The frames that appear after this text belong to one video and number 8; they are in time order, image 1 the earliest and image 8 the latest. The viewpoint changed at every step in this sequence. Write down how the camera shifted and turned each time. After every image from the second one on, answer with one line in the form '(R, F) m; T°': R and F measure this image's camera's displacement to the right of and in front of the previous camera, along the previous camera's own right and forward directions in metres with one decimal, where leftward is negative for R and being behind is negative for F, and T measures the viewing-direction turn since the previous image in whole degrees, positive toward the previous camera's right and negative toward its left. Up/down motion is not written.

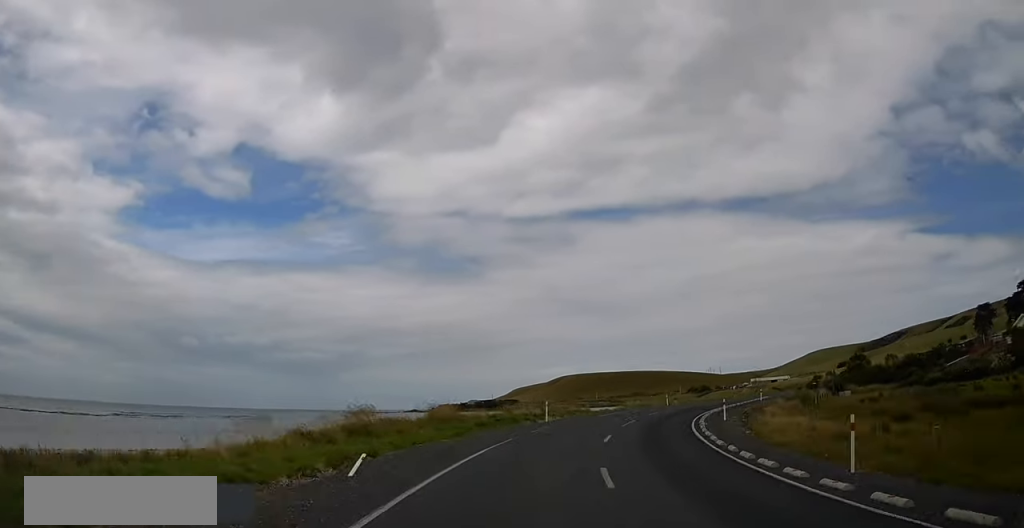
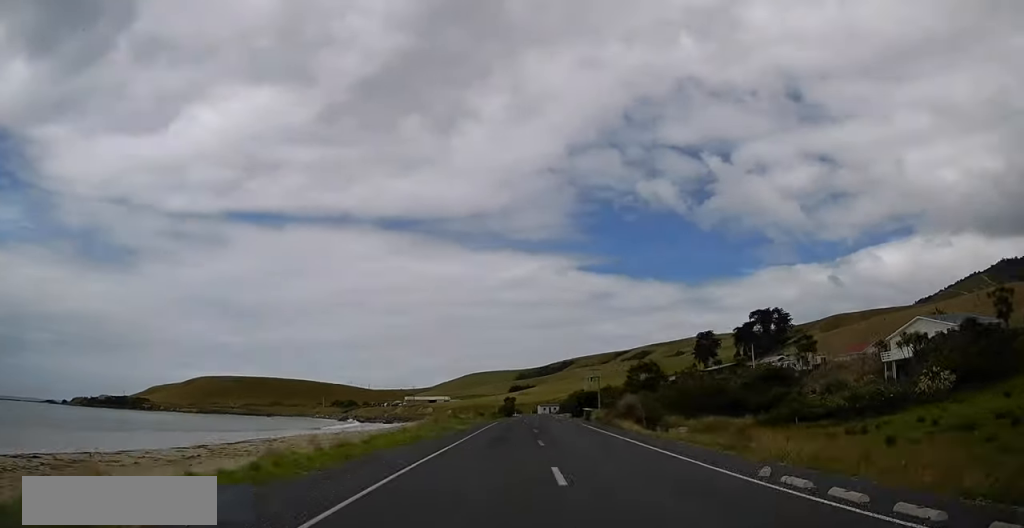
(+9.7, +56.0) m; +17°
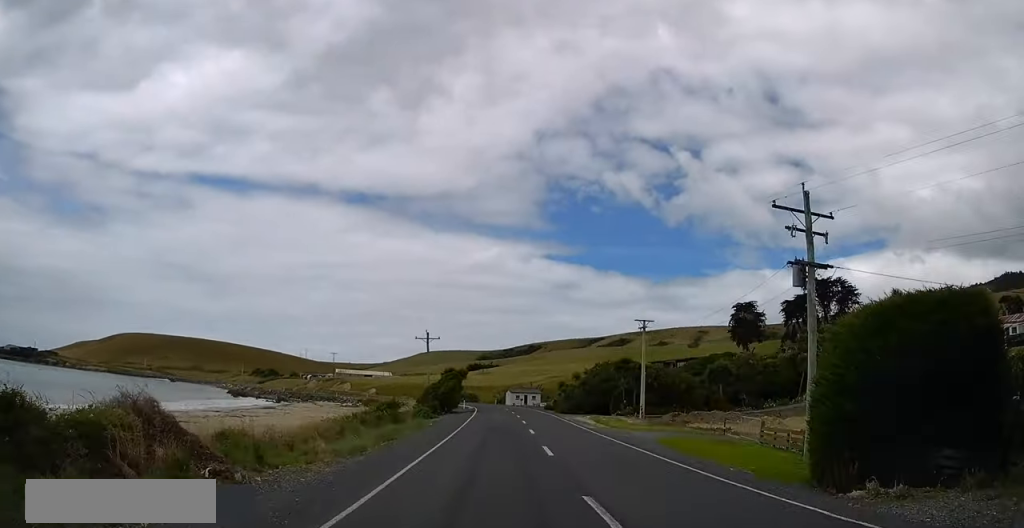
(+8.1, +81.9) m; +4°
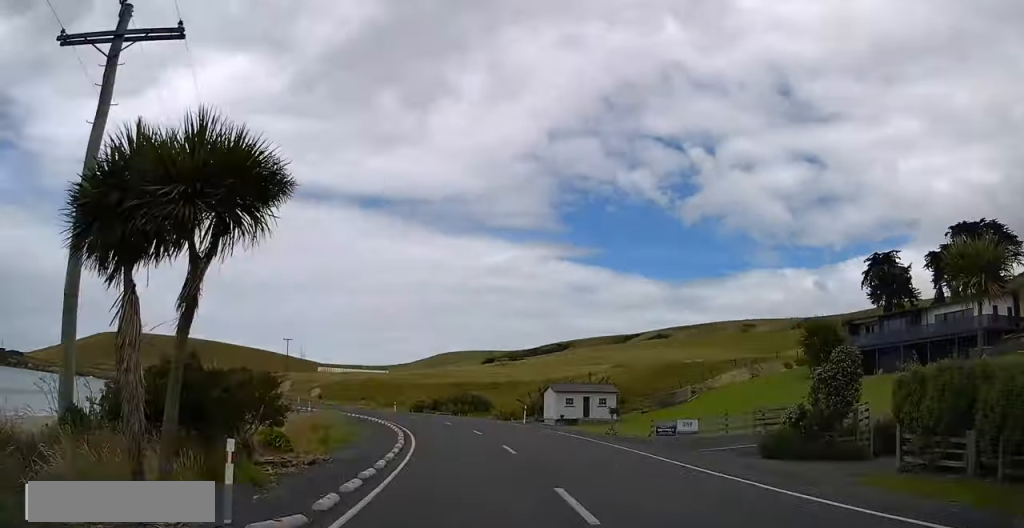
(-2.2, +67.0) m; -9°
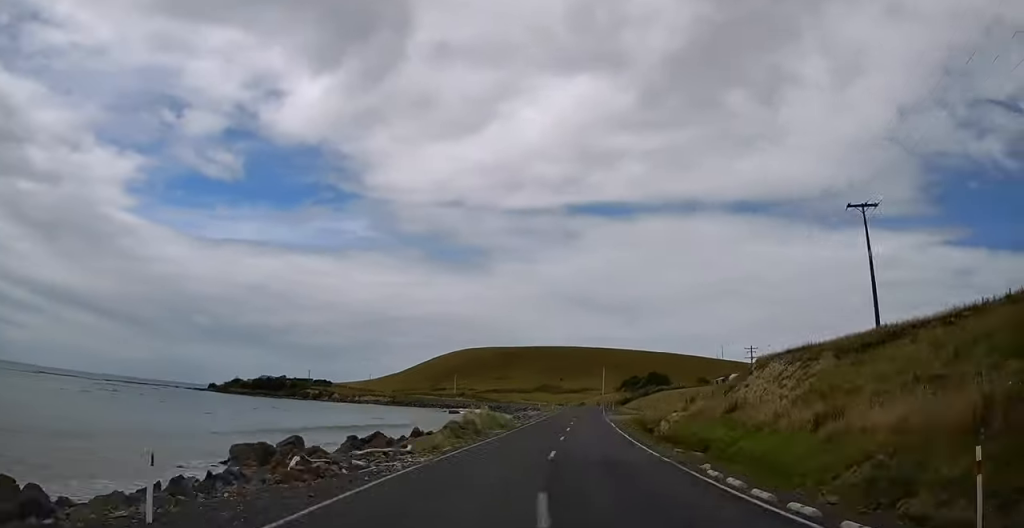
(-31.2, +116.5) m; -21°
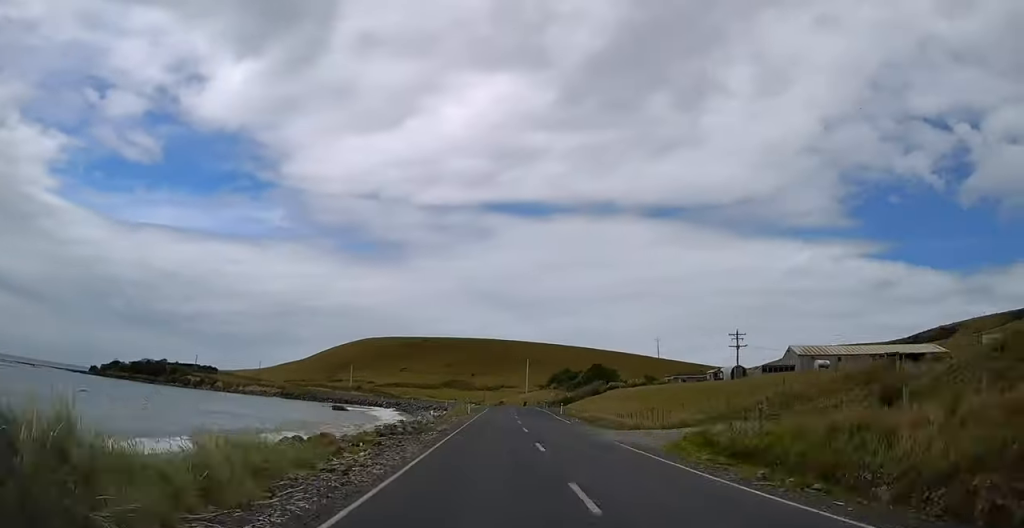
(+2.6, +41.4) m; +2°
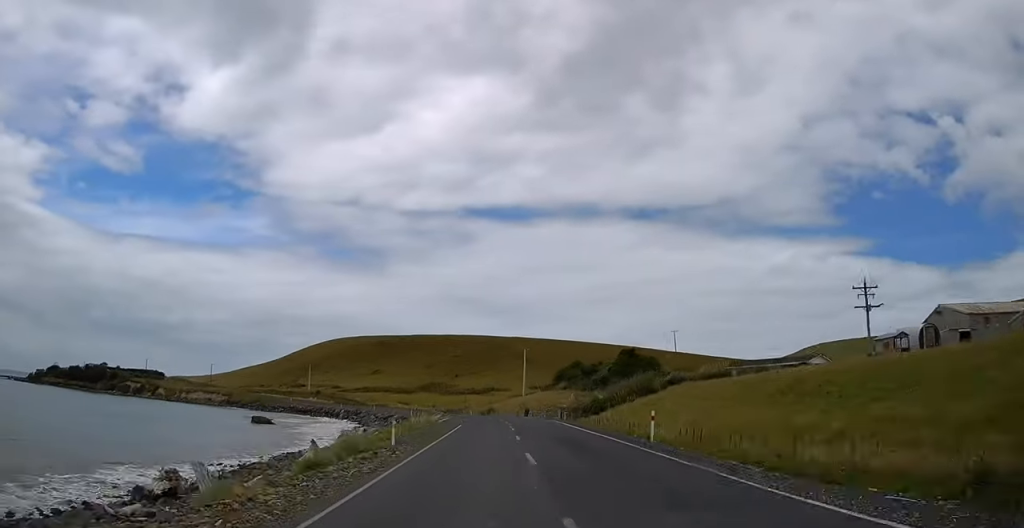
(+1.0, +44.3) m; -1°
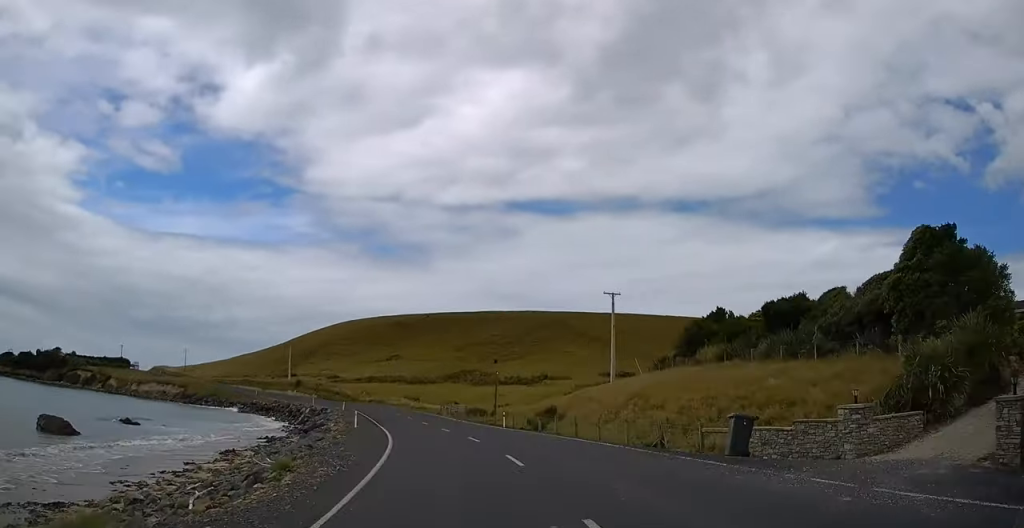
(+0.4, +59.8) m; -6°
